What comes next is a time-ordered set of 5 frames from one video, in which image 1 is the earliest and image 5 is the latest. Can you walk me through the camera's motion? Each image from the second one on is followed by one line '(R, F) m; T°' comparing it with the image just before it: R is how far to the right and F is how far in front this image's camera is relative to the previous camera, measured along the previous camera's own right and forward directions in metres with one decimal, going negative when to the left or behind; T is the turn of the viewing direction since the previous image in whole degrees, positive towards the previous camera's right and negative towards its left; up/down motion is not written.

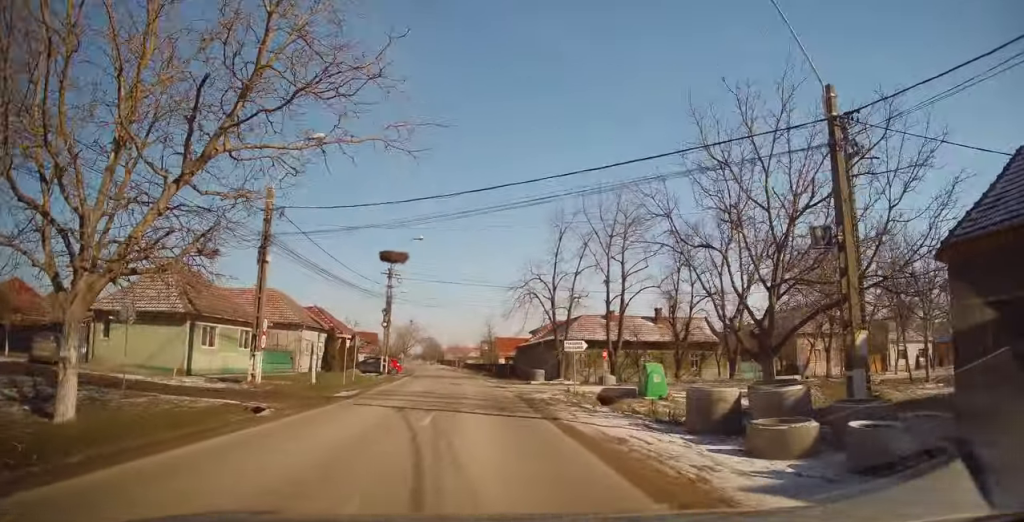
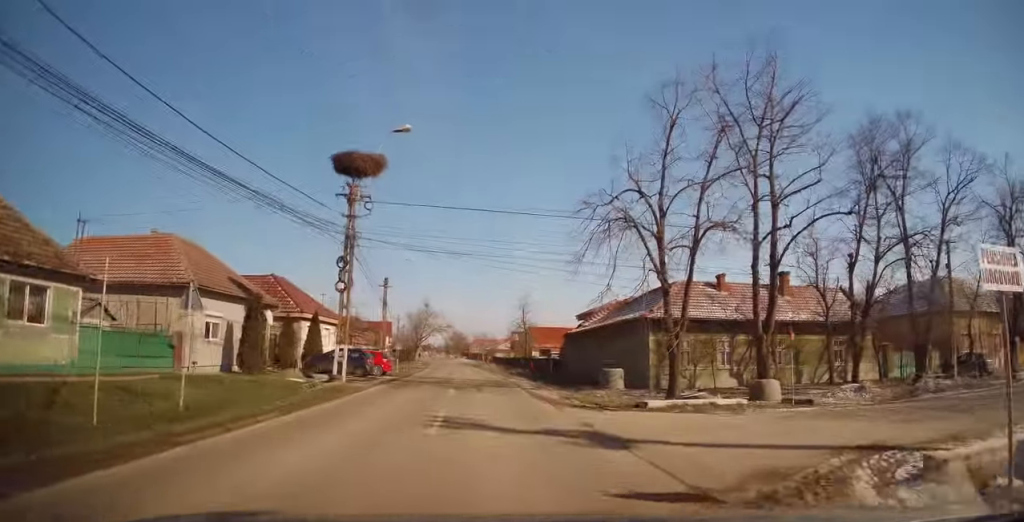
(-0.5, +18.3) m; -2°
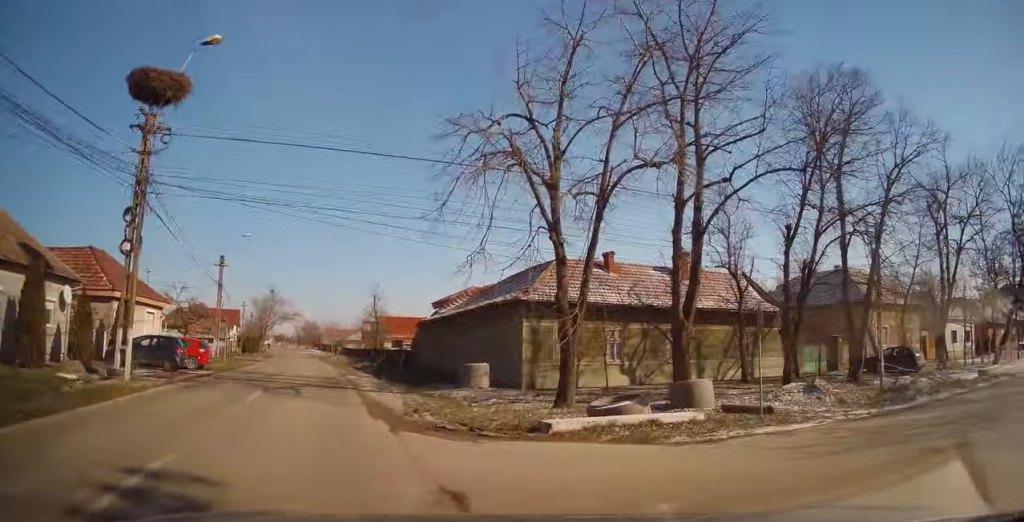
(+0.1, +6.9) m; +14°
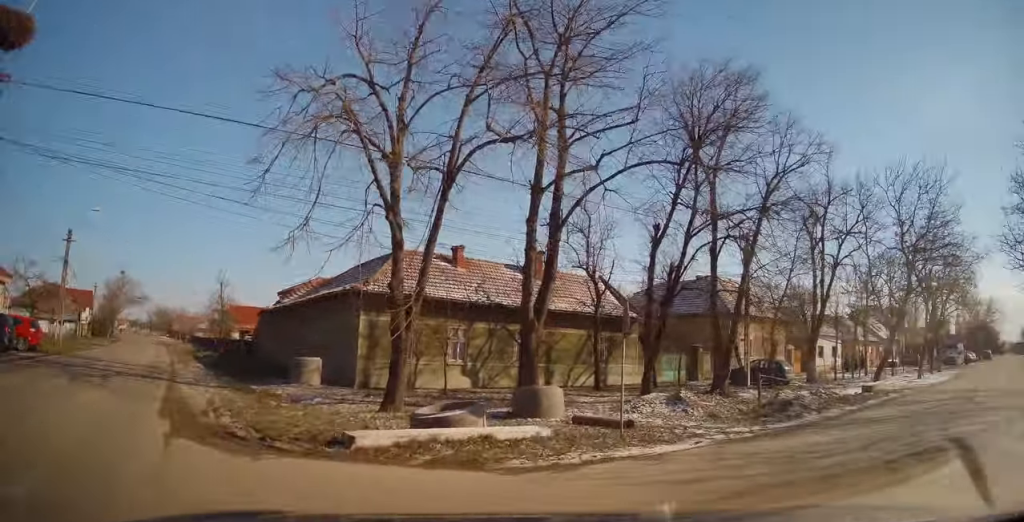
(-0.2, +2.5) m; +11°
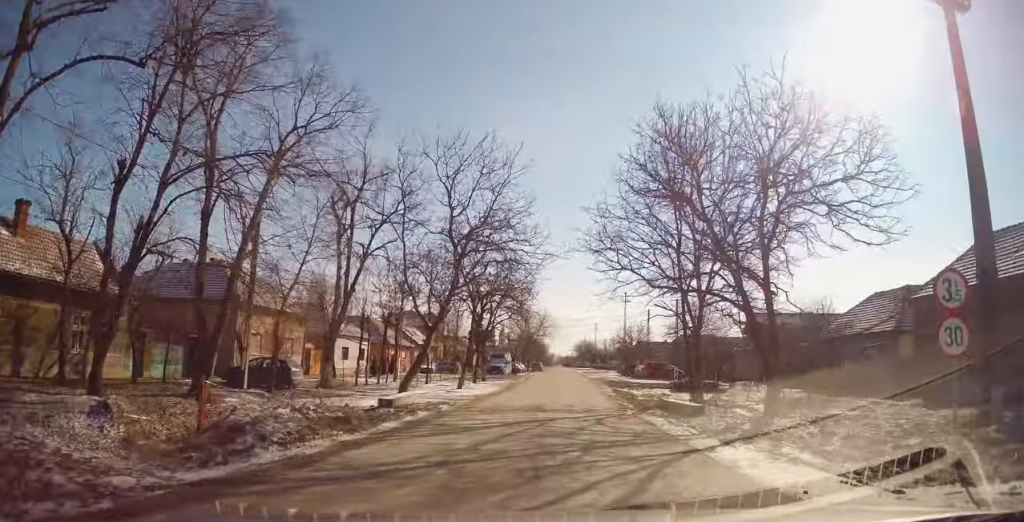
(+3.1, +5.1) m; +48°
